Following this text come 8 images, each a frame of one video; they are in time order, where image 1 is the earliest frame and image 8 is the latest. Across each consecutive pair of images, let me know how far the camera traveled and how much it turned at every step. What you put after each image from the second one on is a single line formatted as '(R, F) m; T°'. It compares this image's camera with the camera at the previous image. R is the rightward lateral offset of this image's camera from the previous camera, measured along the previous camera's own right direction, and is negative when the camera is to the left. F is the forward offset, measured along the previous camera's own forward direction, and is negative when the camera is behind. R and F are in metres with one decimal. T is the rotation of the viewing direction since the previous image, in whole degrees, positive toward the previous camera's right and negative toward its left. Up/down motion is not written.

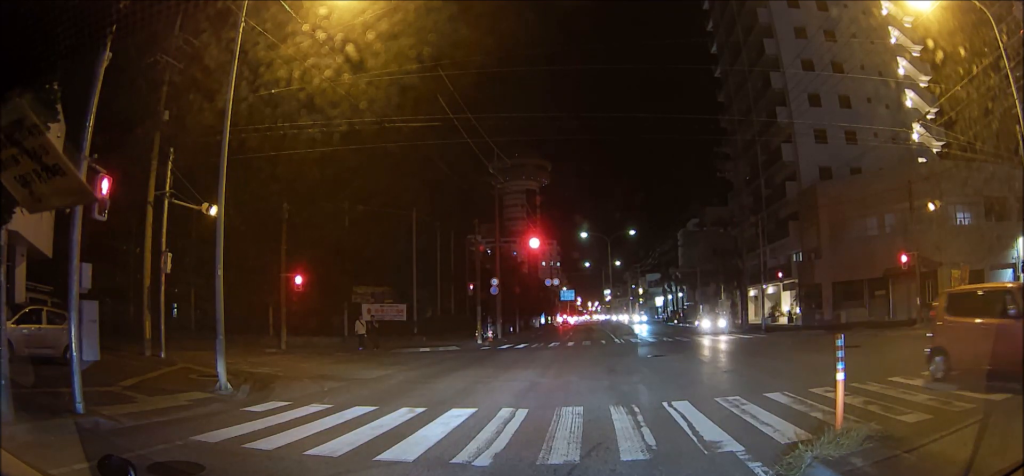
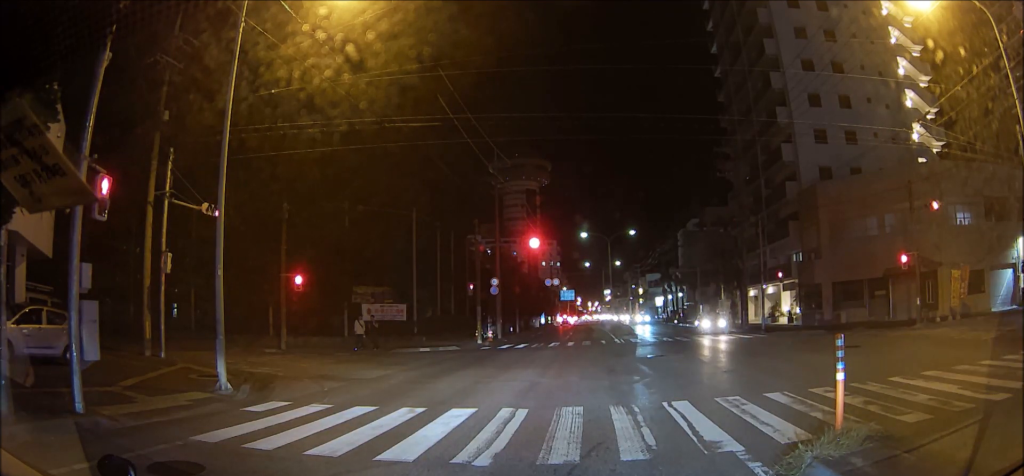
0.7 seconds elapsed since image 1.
(0.0, 0.0) m; 0°
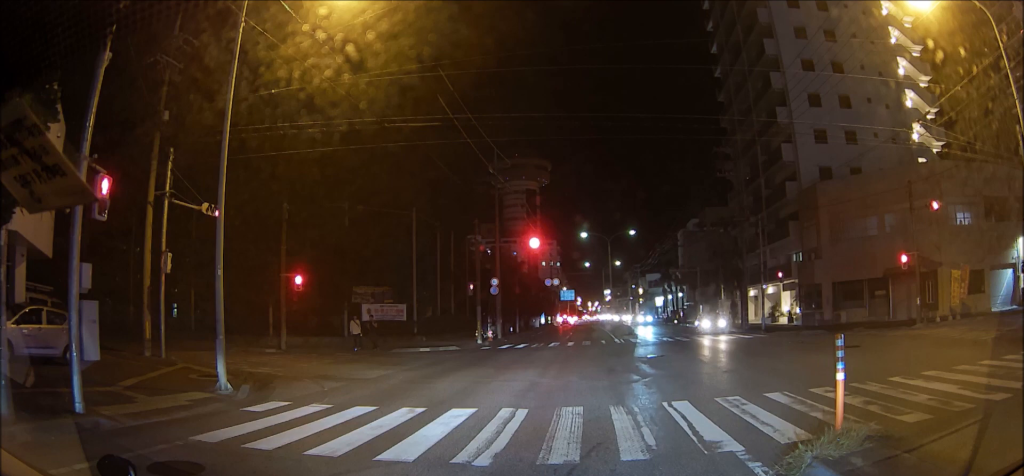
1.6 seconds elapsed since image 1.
(0.0, 0.0) m; 0°
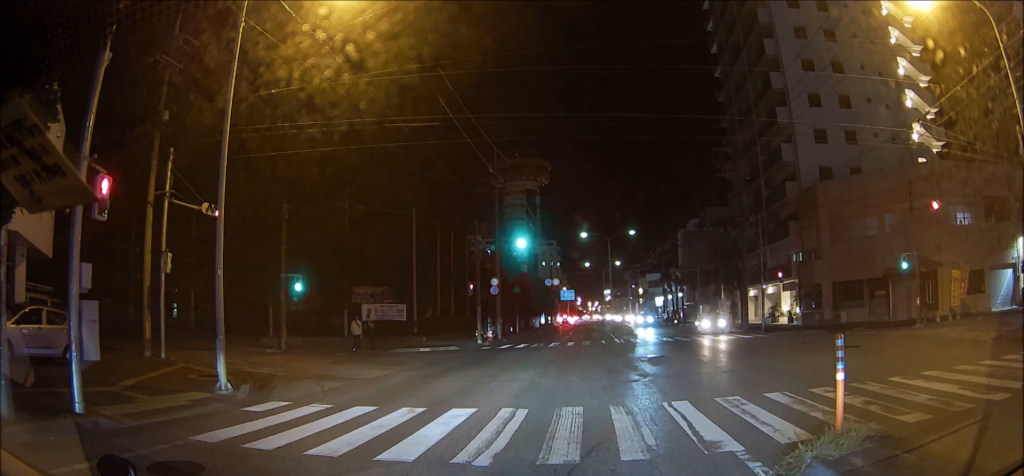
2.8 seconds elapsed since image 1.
(0.0, 0.0) m; 0°
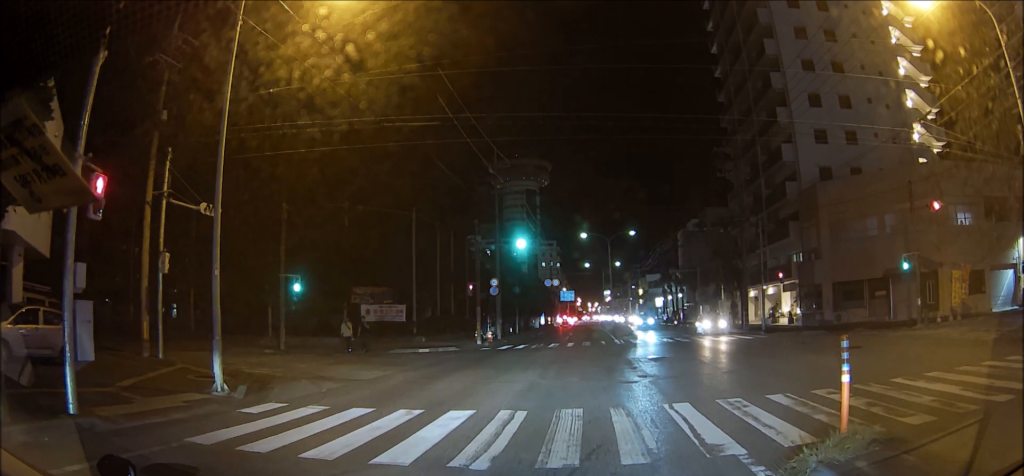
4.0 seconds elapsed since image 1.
(0.0, 0.0) m; 0°
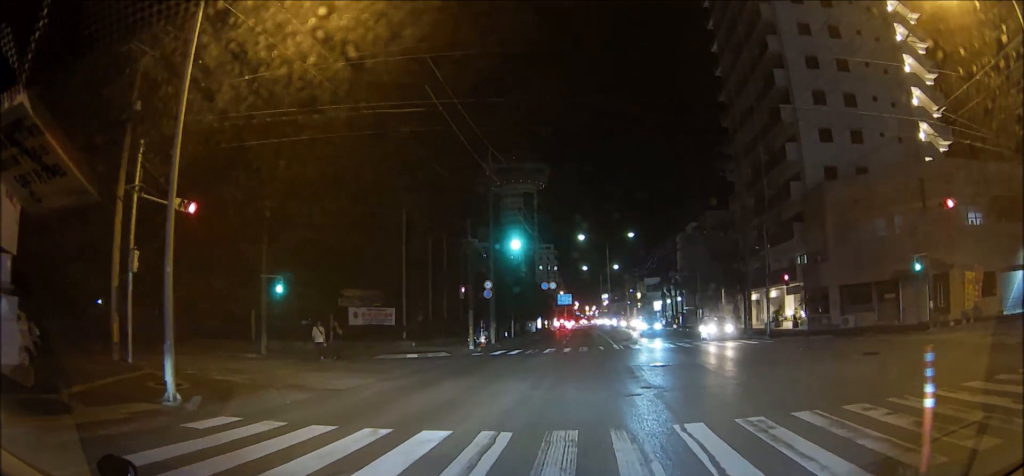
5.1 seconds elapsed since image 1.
(0.0, +0.8) m; 0°
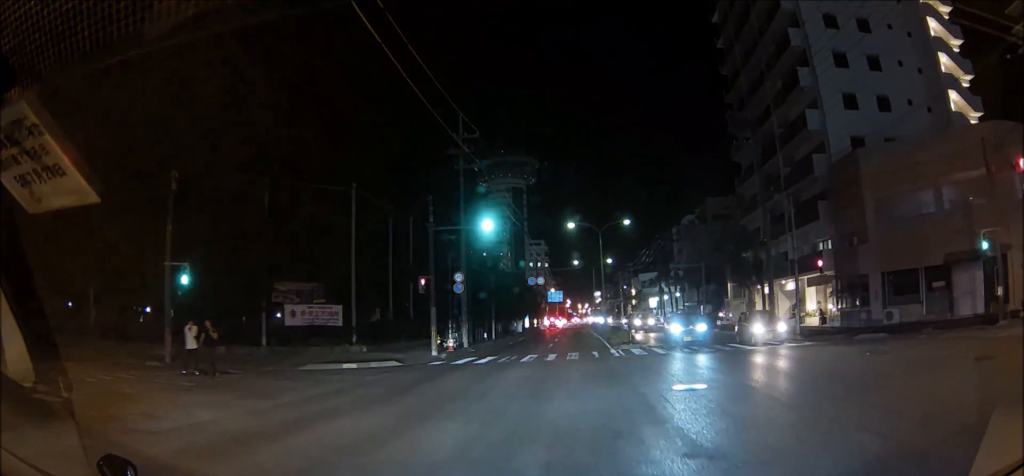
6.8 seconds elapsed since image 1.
(0.0, +6.7) m; 0°
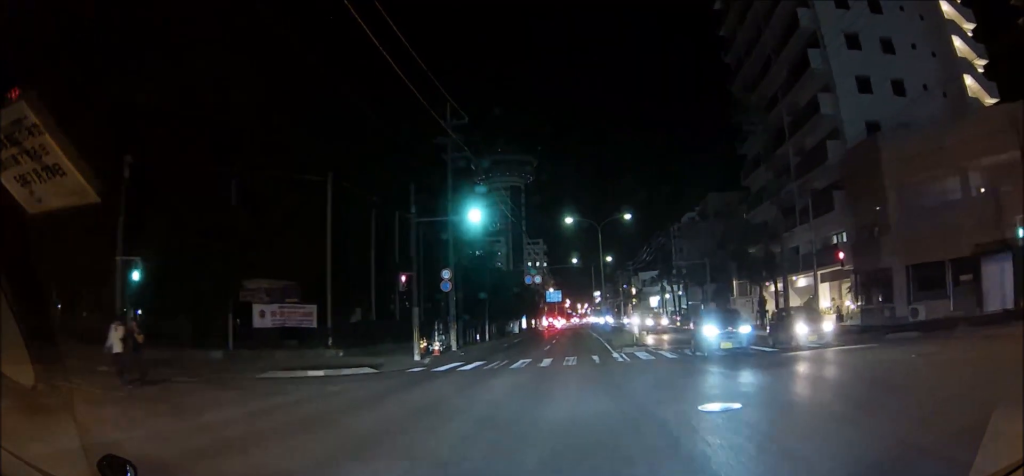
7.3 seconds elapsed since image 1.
(0.0, +3.3) m; 0°
